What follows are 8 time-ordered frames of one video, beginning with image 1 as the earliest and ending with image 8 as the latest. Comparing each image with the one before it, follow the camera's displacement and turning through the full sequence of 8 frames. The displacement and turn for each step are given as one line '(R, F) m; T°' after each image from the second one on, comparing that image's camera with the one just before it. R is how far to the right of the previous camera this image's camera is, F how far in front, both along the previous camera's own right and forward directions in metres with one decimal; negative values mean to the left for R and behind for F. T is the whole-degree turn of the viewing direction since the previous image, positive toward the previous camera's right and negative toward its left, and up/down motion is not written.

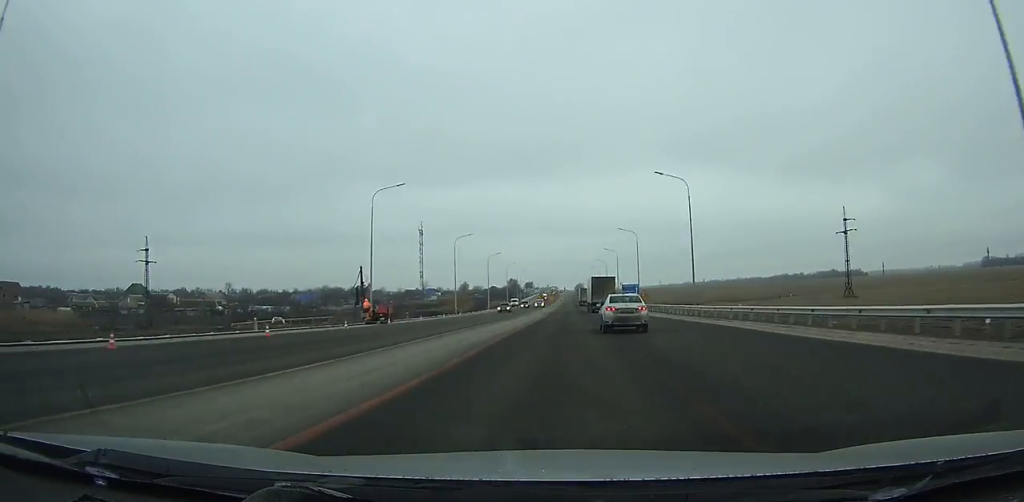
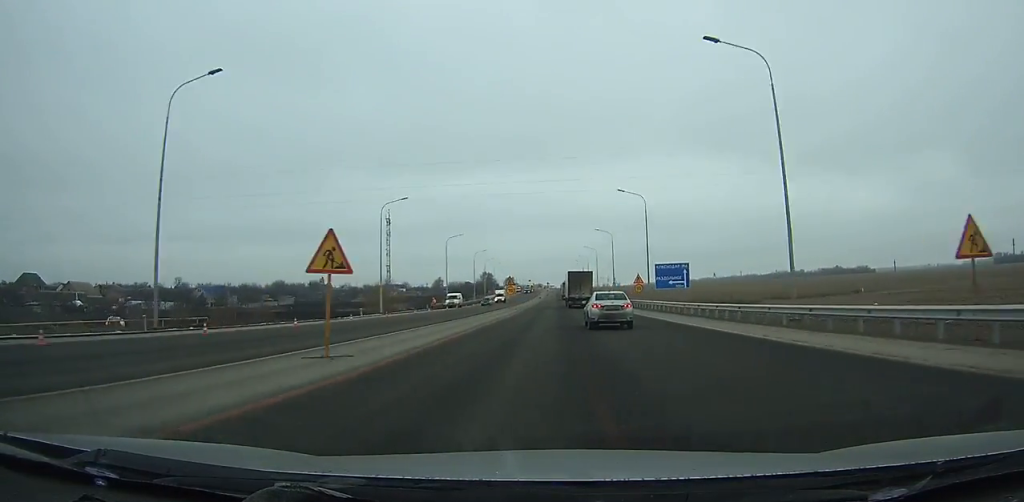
(+0.3, +65.8) m; 0°
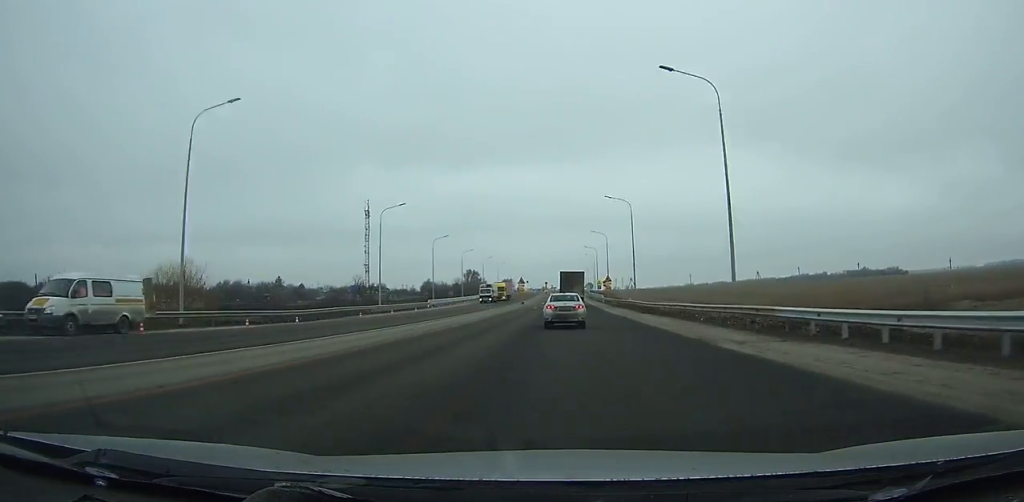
(+0.1, +71.2) m; 0°
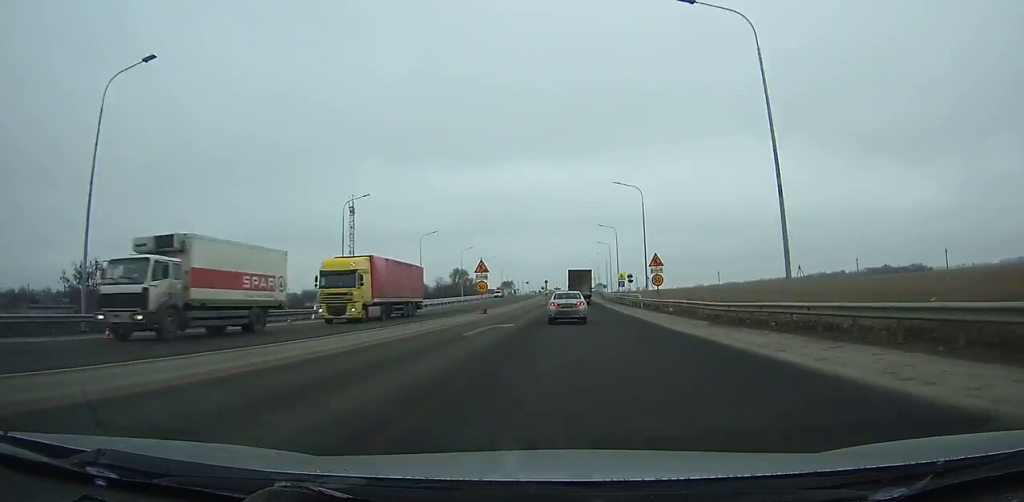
(-0.1, +45.6) m; 0°
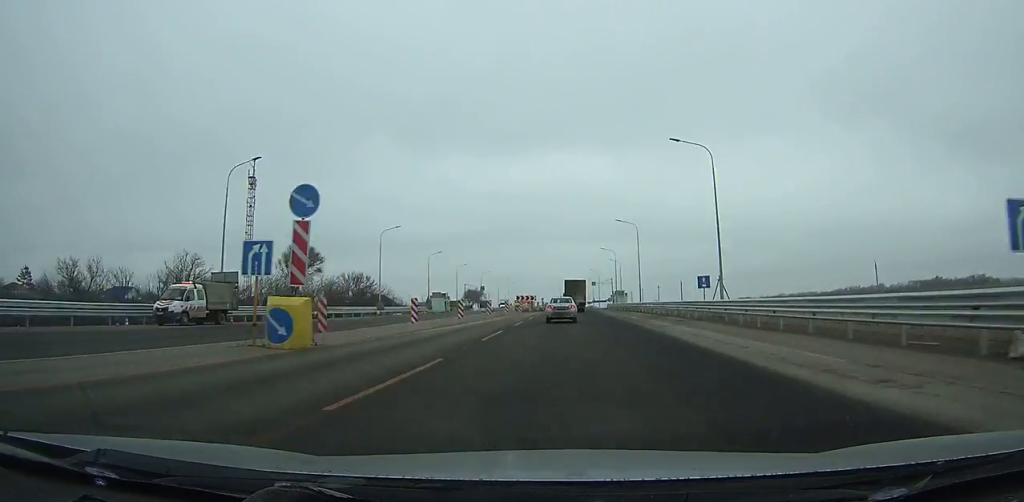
(-0.3, +137.8) m; -1°
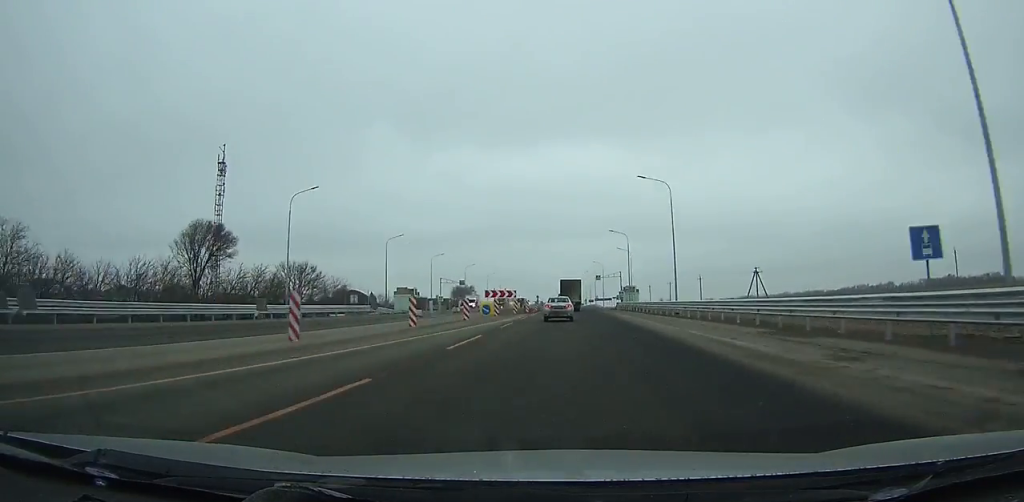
(-0.1, +28.2) m; 0°
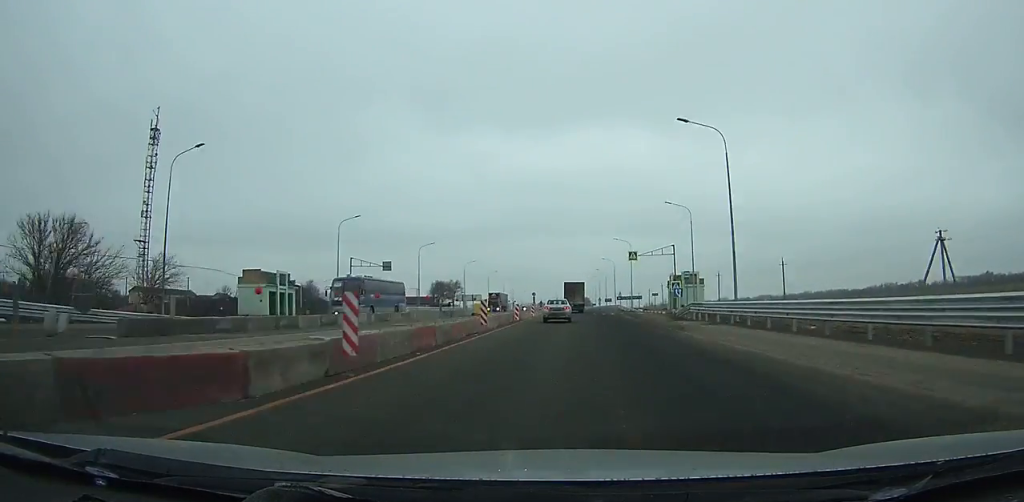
(-0.1, +56.7) m; 0°
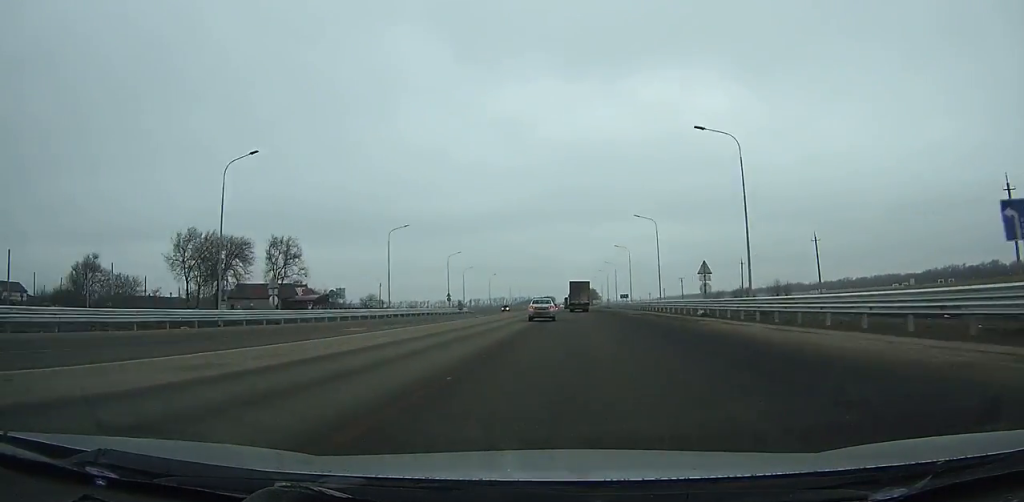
(-0.5, +145.6) m; -1°
